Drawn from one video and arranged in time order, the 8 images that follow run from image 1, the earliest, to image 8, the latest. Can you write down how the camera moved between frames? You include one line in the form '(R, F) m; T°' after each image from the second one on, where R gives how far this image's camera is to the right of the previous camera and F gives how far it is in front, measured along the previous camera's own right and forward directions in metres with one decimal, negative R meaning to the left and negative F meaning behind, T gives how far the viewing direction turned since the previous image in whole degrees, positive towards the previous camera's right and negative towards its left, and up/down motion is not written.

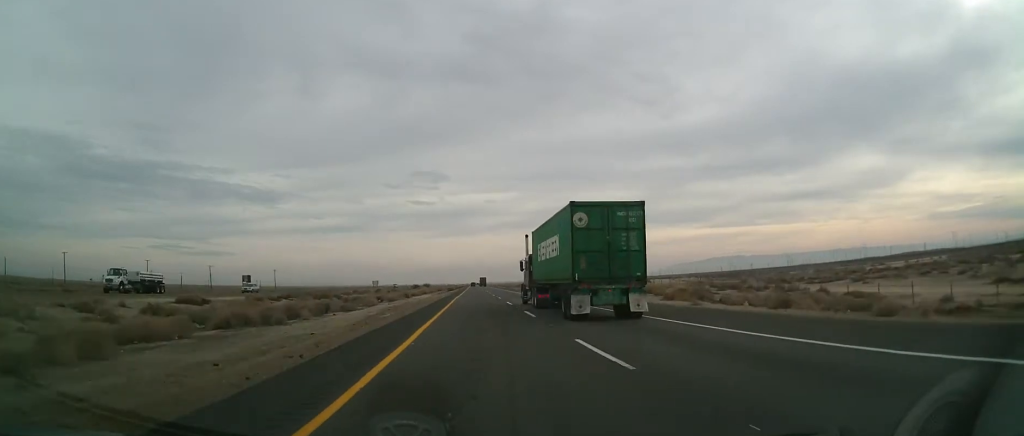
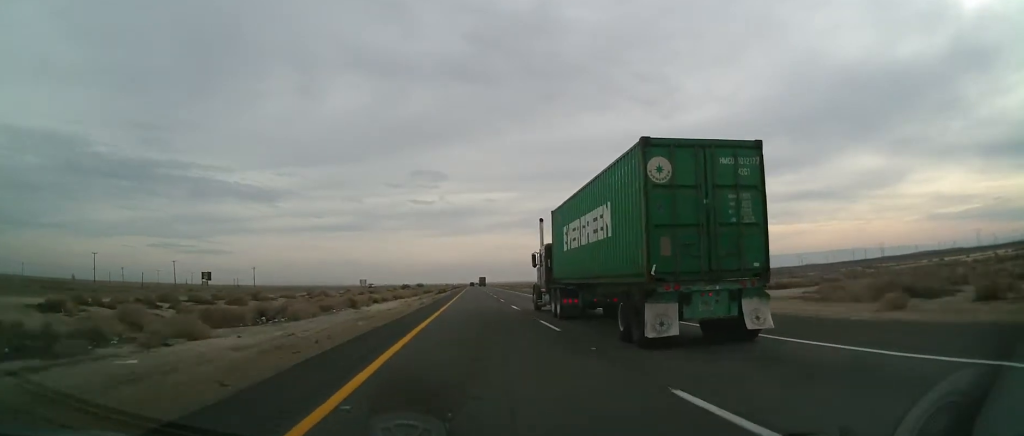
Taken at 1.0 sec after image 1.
(+0.2, +36.1) m; 0°
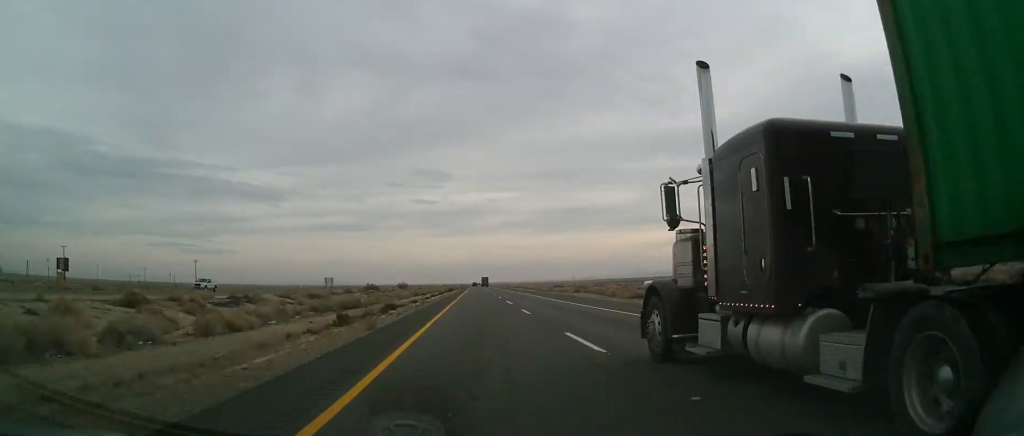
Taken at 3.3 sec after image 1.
(-0.7, +78.2) m; -1°
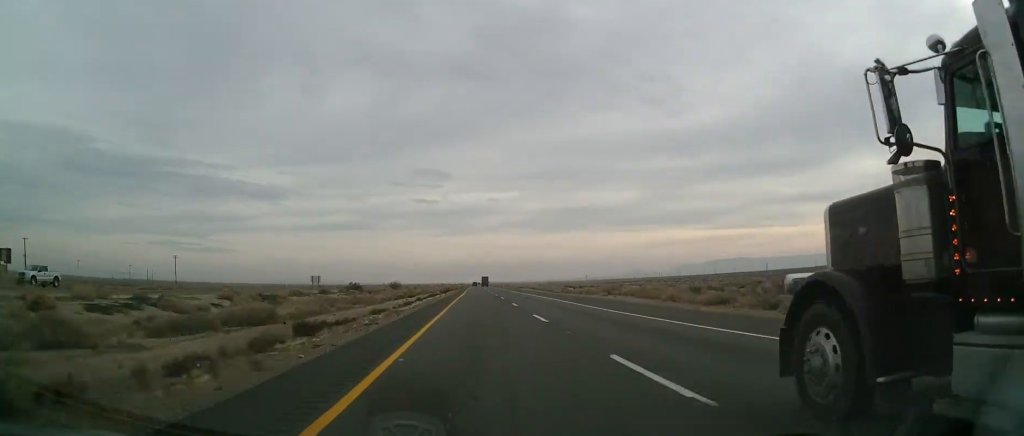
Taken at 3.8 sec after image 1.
(-0.1, +19.8) m; 0°
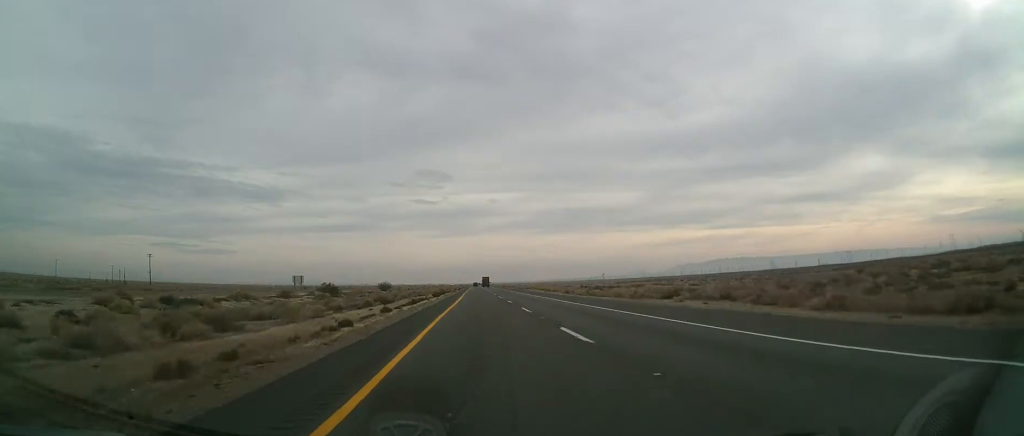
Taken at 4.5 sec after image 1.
(0.0, +22.1) m; 0°
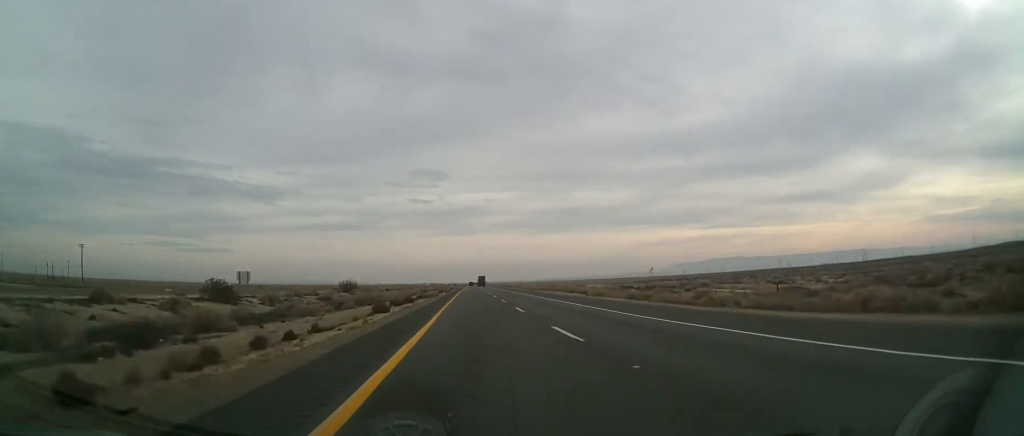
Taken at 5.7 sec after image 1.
(0.0, +43.0) m; +1°
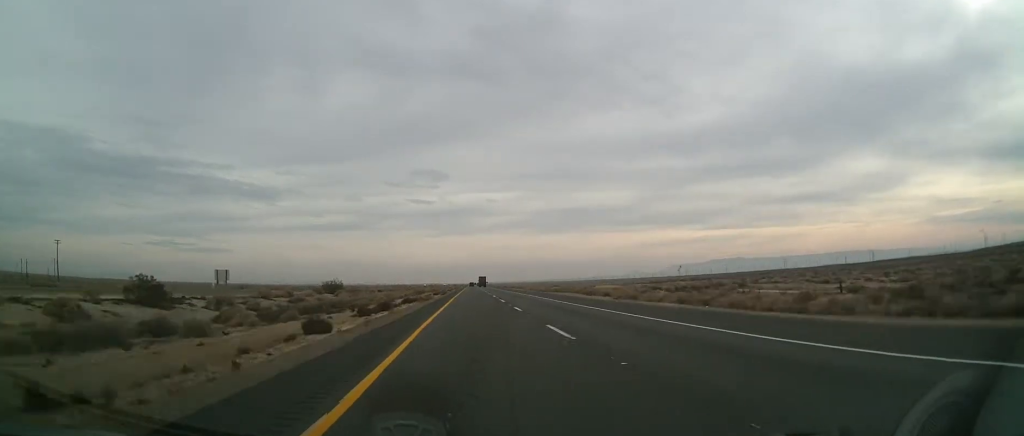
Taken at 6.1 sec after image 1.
(+0.2, +13.9) m; 0°
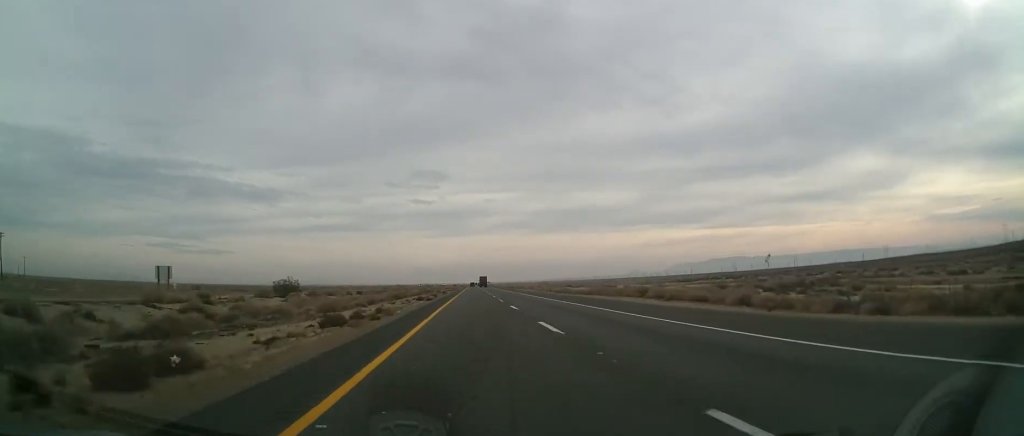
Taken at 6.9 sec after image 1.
(+0.2, +27.9) m; 0°
